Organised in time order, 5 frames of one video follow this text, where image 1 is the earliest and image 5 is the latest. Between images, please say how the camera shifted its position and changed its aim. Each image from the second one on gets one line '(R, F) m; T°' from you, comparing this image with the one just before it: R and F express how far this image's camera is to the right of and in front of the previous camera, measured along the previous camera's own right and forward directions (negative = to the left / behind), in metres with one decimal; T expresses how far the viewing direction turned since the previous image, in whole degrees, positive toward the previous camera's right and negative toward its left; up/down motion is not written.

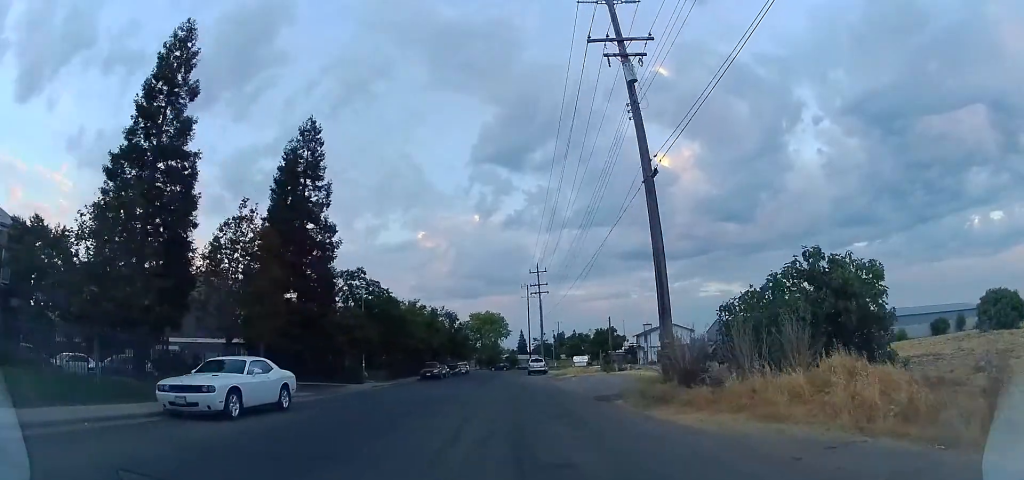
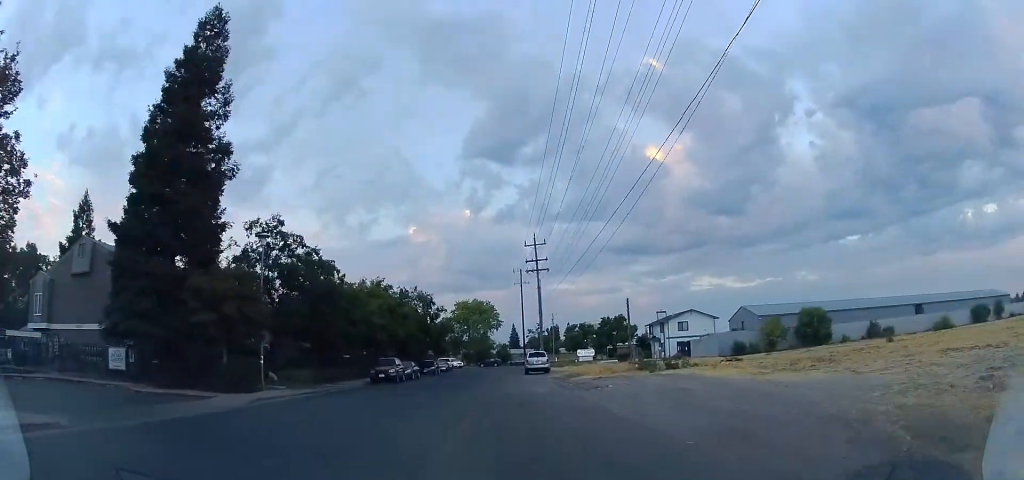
(-0.7, +14.2) m; -3°
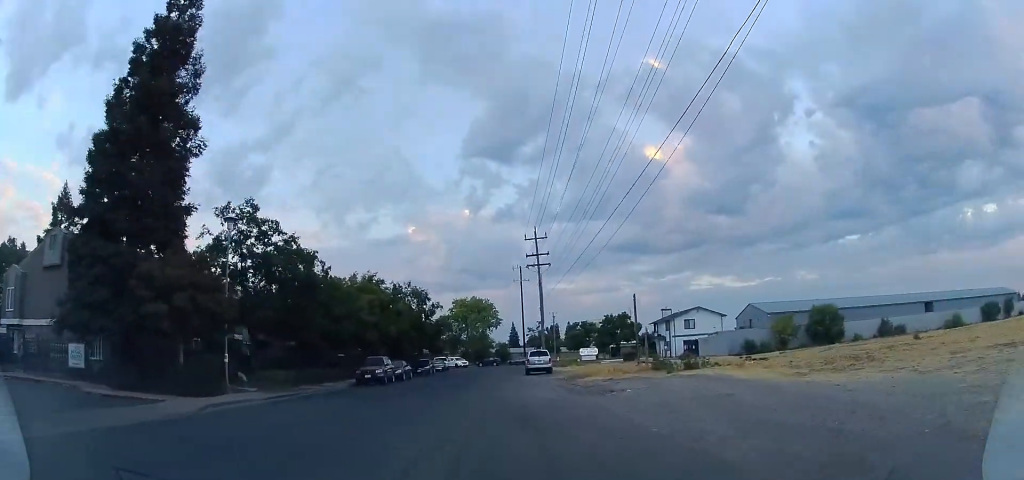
(0.0, +3.1) m; 0°
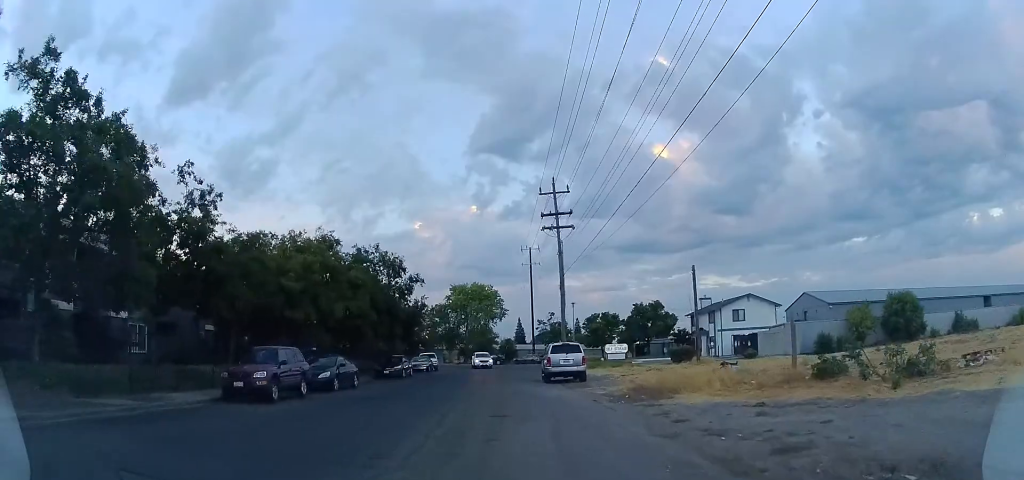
(0.0, +15.1) m; 0°
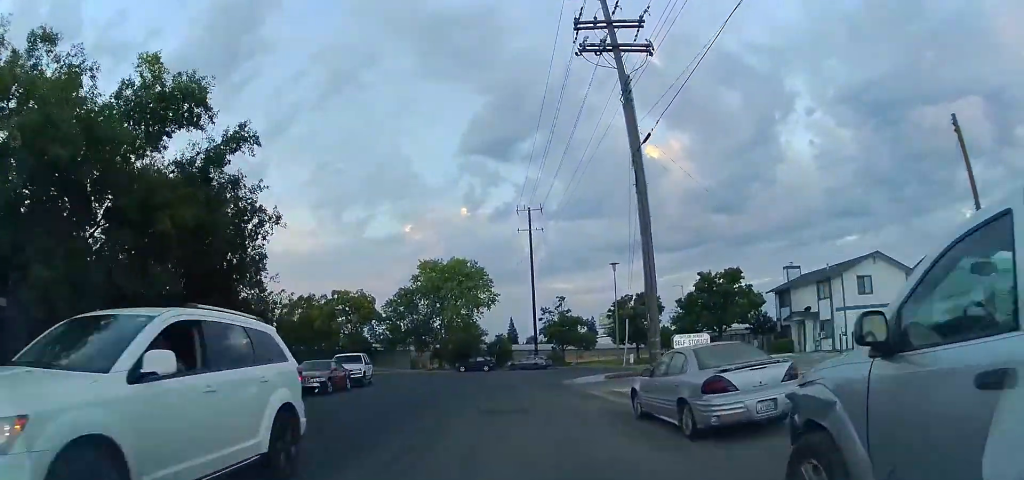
(0.0, +24.8) m; +2°
